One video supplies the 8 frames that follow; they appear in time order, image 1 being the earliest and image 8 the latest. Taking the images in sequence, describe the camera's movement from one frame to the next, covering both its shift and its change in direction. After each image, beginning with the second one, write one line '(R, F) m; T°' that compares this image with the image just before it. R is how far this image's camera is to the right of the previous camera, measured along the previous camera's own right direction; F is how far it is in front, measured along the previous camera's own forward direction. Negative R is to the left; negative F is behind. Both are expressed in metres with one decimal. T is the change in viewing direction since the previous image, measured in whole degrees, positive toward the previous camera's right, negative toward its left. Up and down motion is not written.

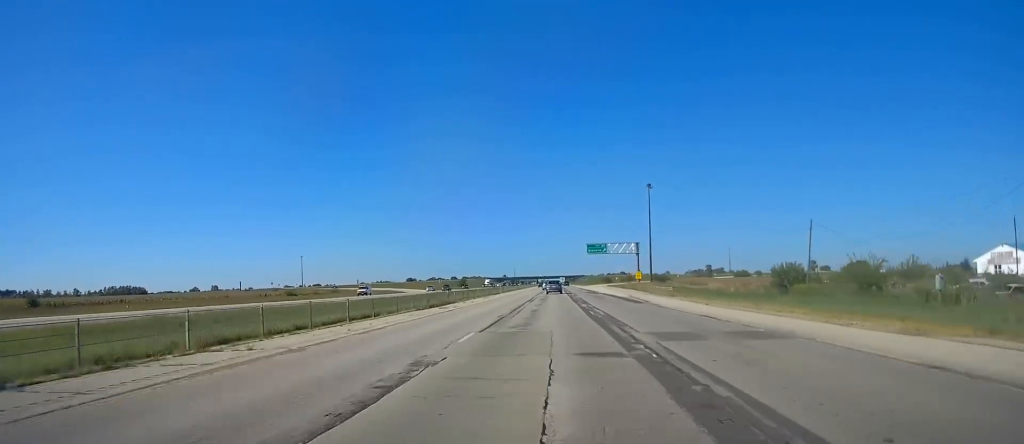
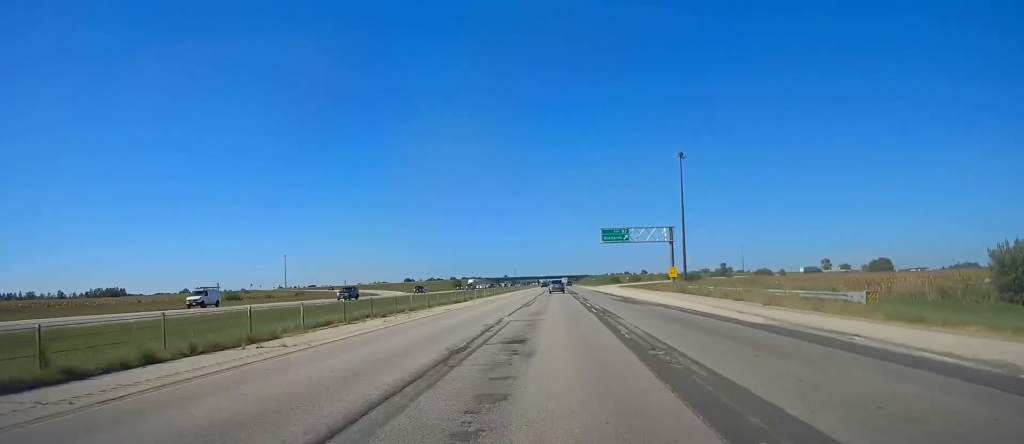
(+0.7, +38.0) m; +1°
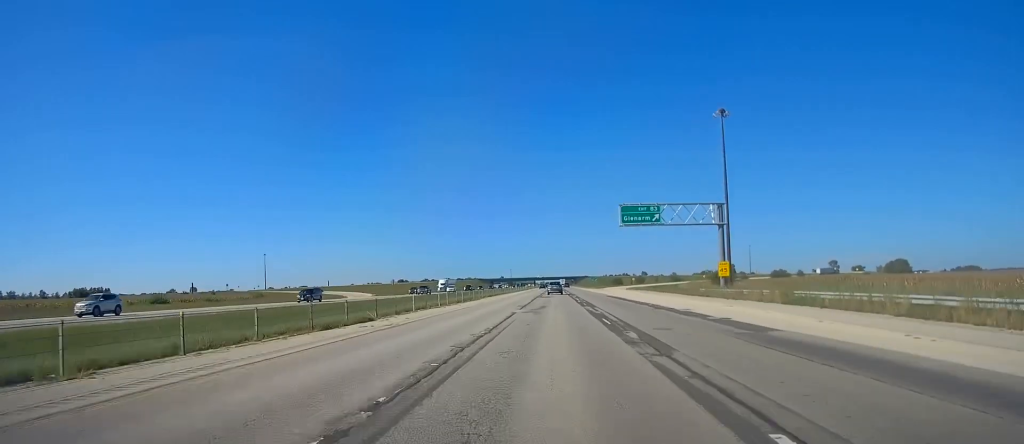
(-0.1, +31.5) m; -1°
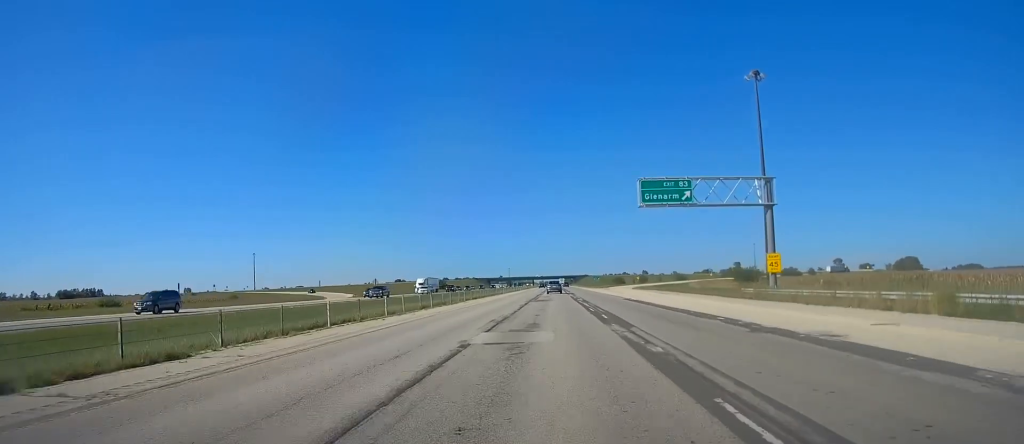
(-0.3, +16.3) m; 0°
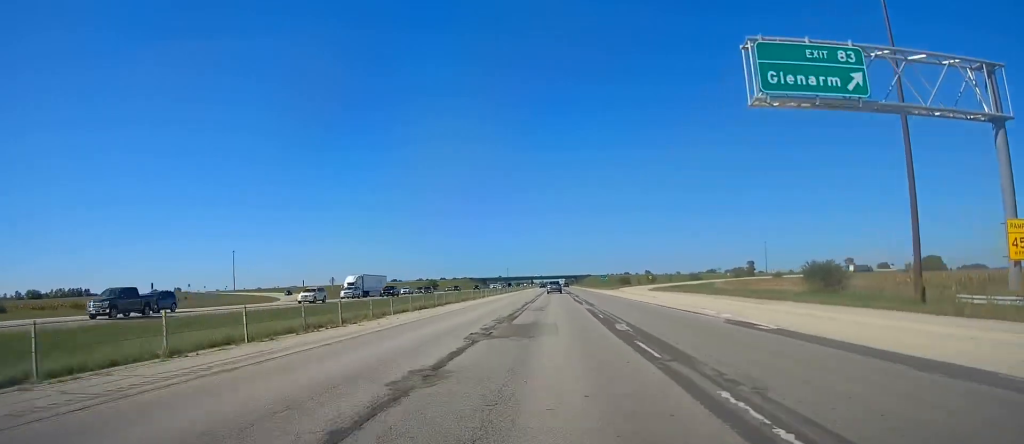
(+0.3, +30.4) m; +1°
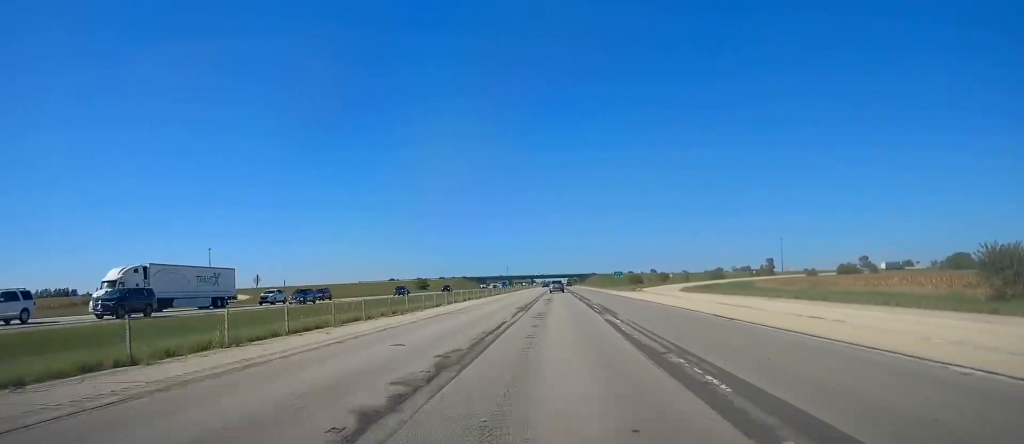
(+0.2, +33.6) m; 0°
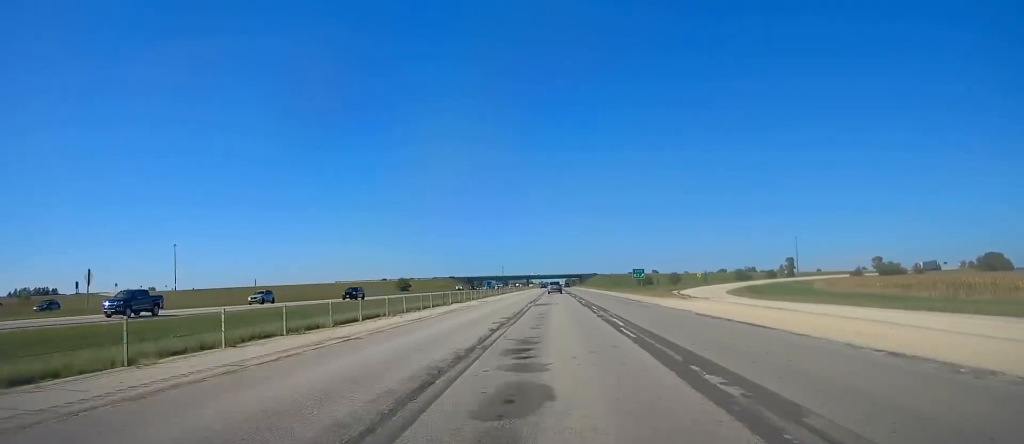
(0.0, +36.8) m; -1°
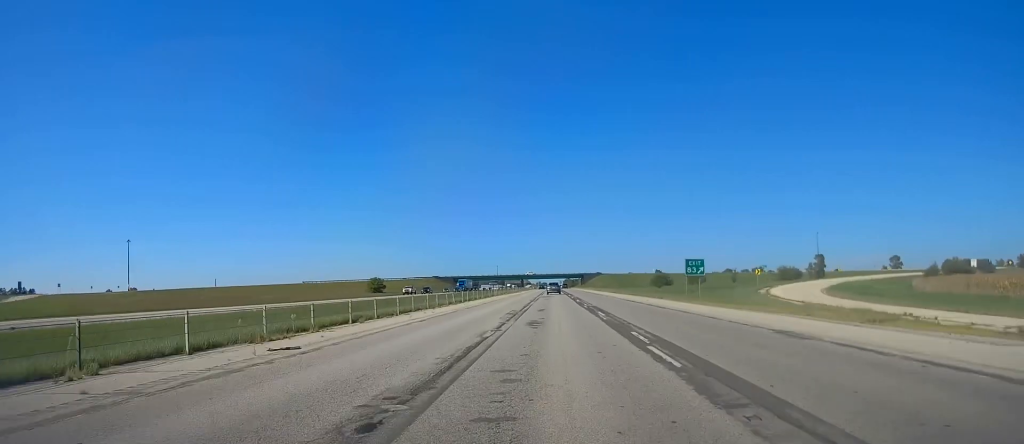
(-0.7, +42.2) m; 0°
